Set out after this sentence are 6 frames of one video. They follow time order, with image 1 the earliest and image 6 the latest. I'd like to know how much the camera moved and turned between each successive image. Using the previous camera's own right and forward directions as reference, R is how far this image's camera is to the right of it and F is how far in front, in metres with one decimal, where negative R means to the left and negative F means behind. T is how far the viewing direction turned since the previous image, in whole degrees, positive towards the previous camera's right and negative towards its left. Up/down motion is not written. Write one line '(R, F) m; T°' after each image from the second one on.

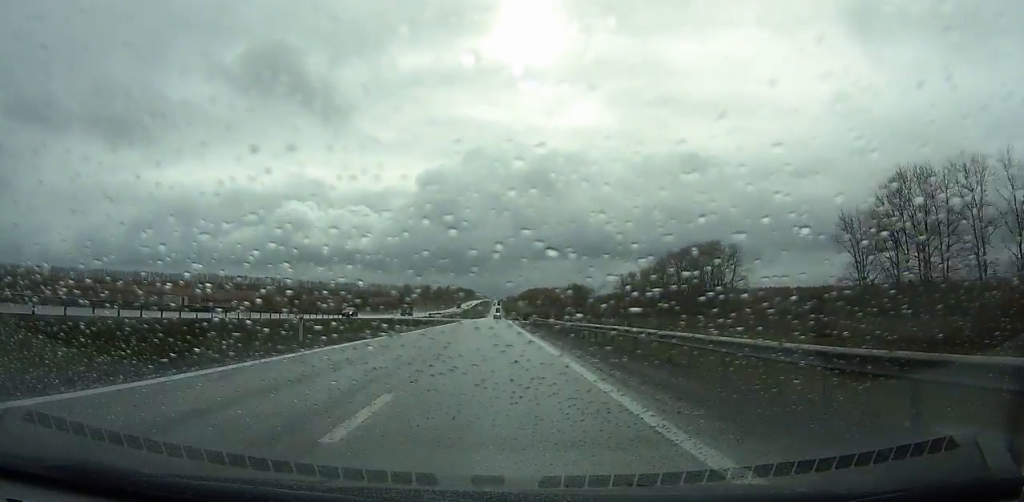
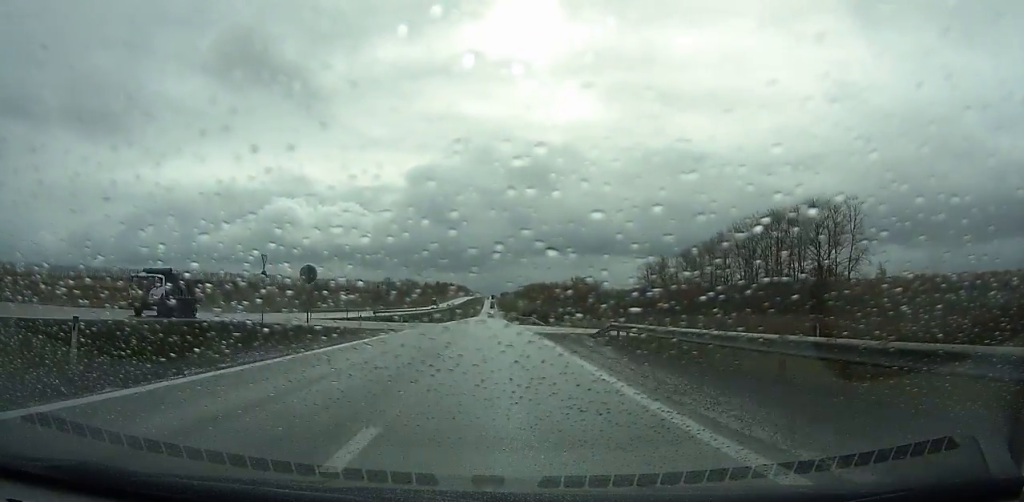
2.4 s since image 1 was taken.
(0.0, +63.0) m; 0°
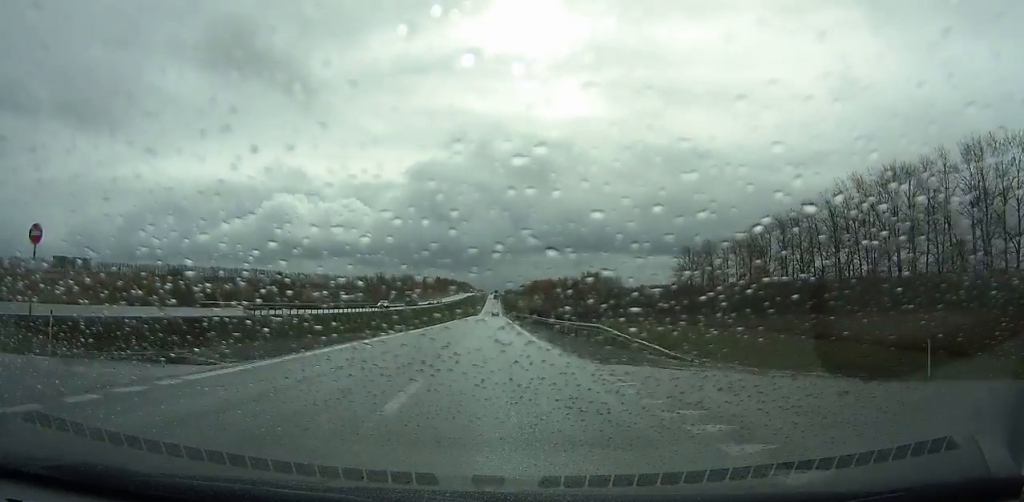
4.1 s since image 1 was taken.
(0.0, +44.6) m; 0°
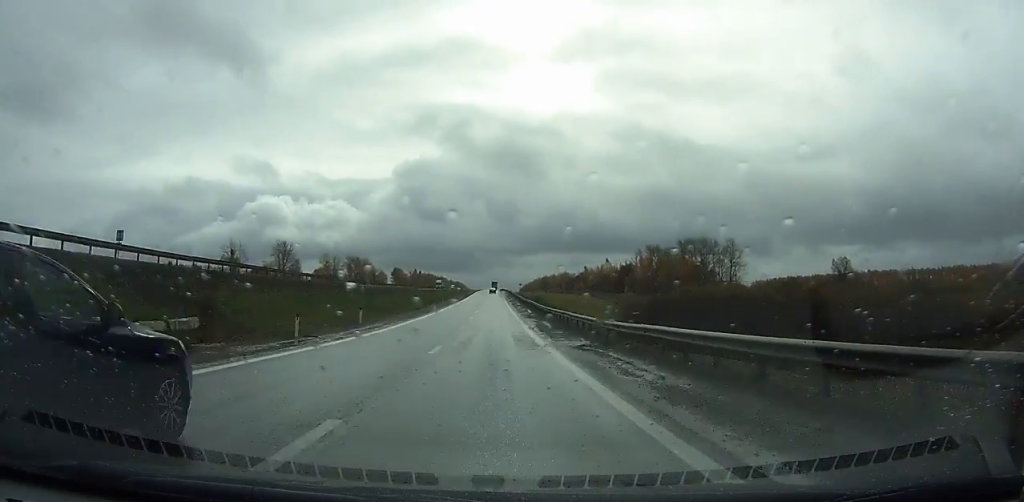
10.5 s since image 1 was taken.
(+0.2, +170.6) m; 0°
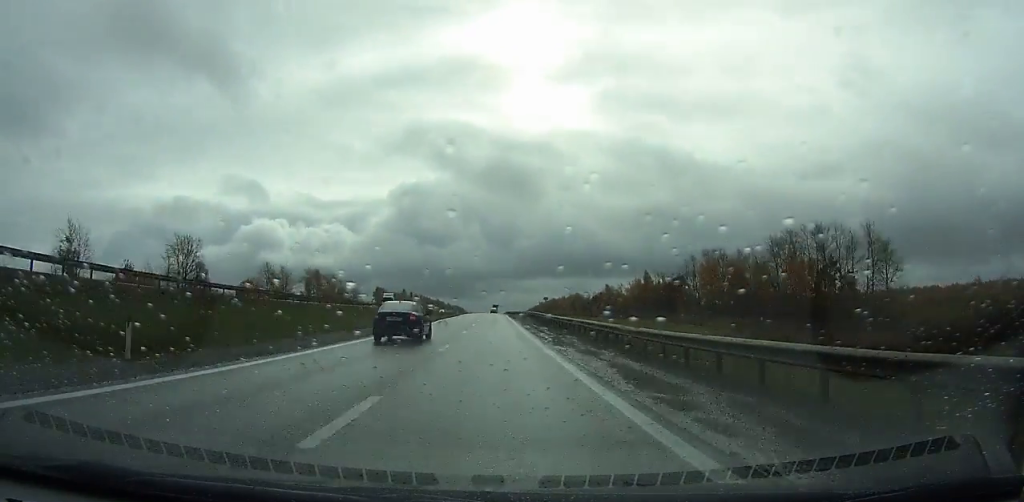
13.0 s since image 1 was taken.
(-0.1, +68.7) m; 0°
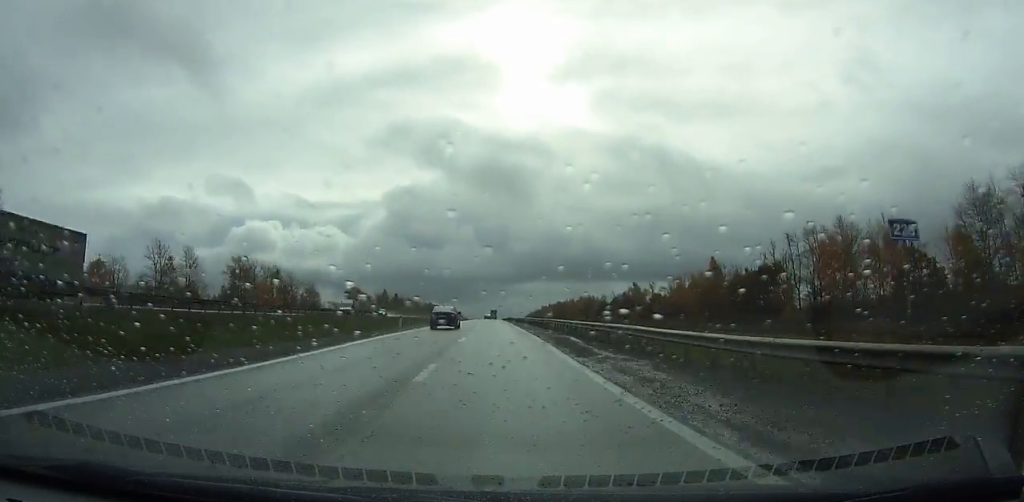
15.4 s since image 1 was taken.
(0.0, +66.7) m; 0°
